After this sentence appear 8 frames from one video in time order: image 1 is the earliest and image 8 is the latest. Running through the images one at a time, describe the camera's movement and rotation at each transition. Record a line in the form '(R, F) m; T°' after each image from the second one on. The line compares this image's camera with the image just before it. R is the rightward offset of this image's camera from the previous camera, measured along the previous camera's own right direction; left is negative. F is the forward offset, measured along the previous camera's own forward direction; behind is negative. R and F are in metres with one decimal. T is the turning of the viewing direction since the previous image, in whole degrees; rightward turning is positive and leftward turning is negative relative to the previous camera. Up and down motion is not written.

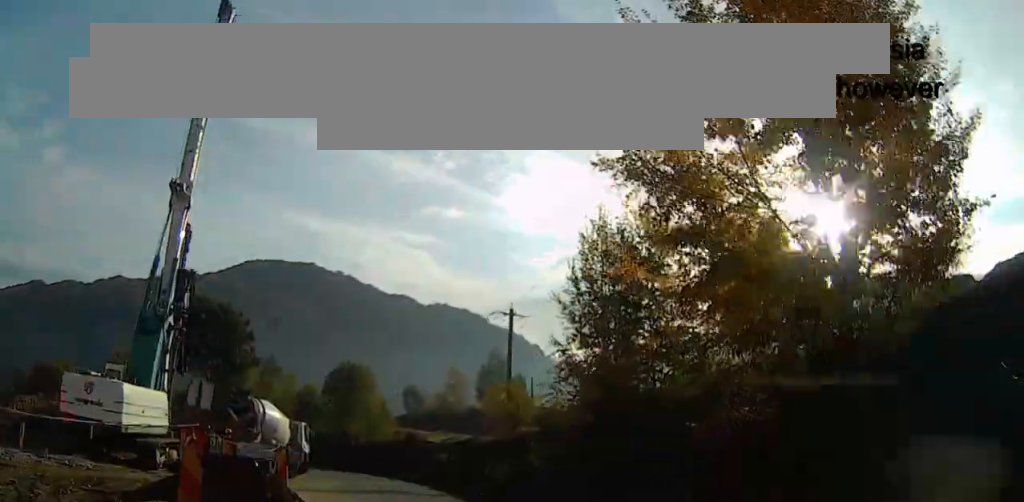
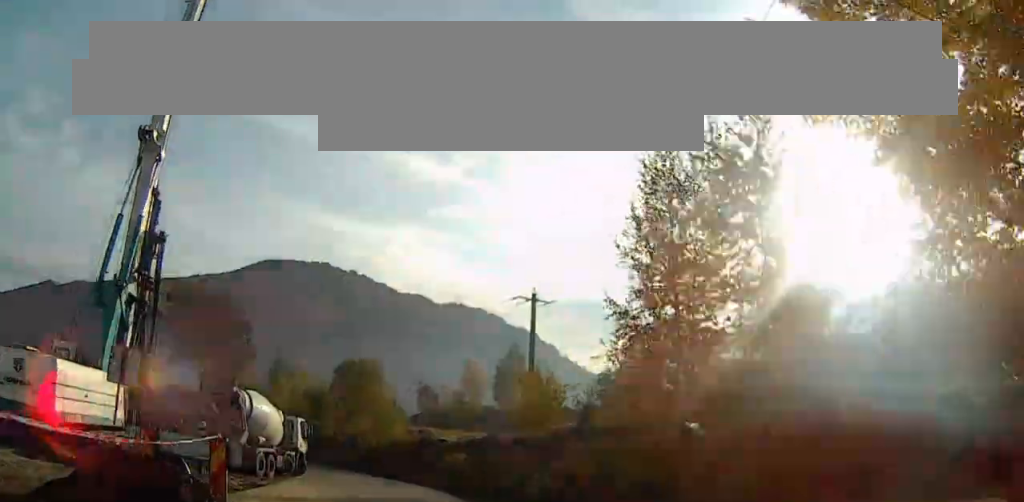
(-0.7, +4.9) m; -5°
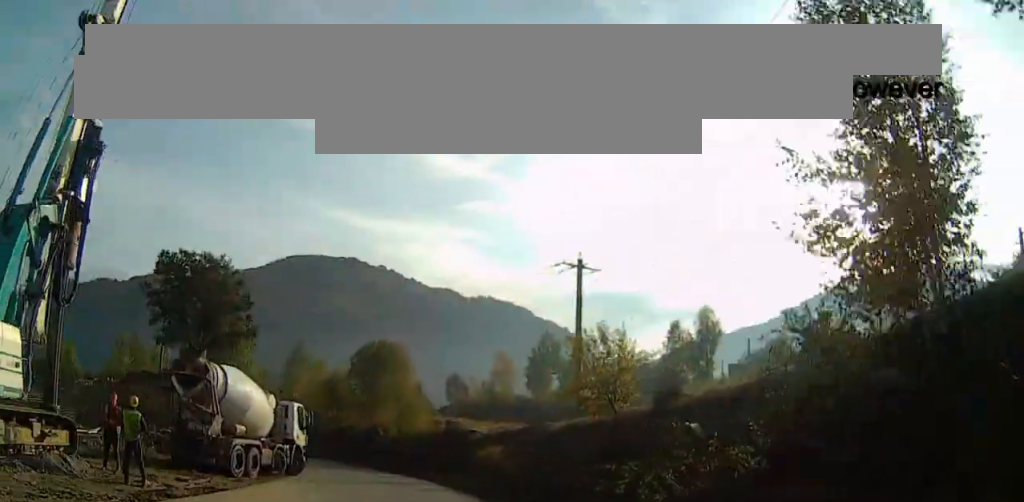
(-0.5, +7.2) m; -4°
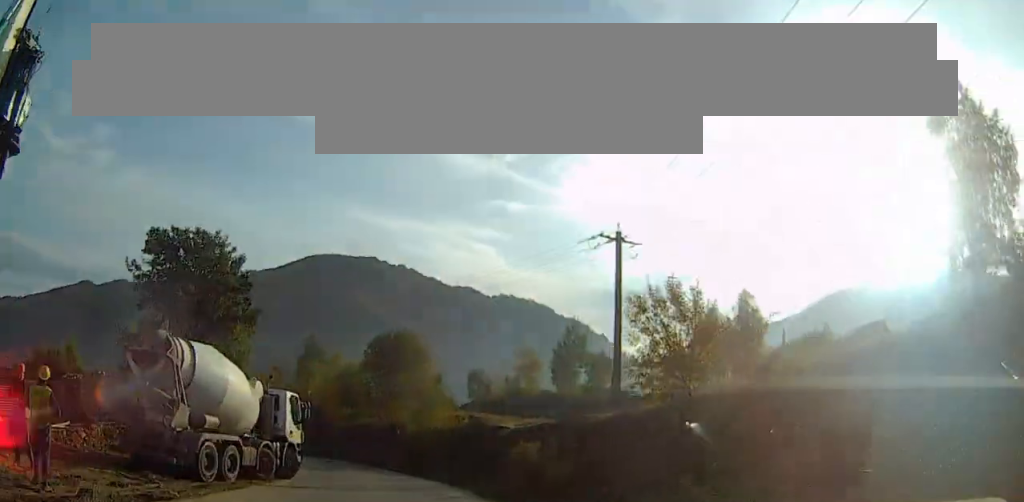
(0.0, +4.9) m; 0°
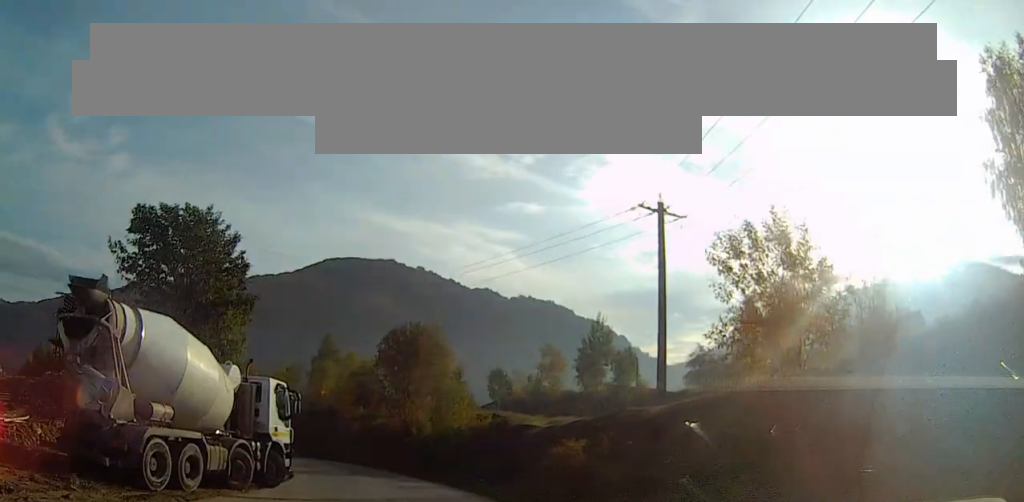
(0.0, +4.6) m; -2°
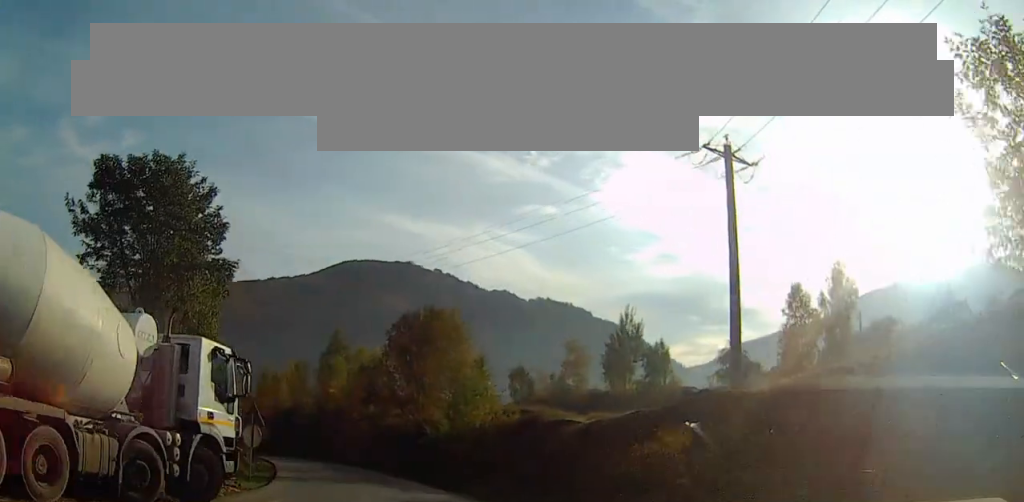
(+0.3, +6.6) m; -6°
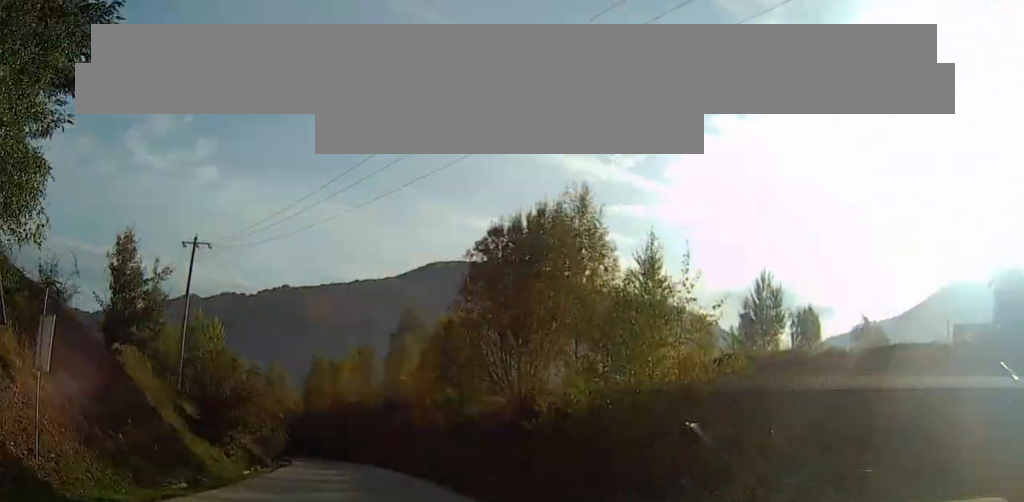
(-0.5, +18.1) m; 0°
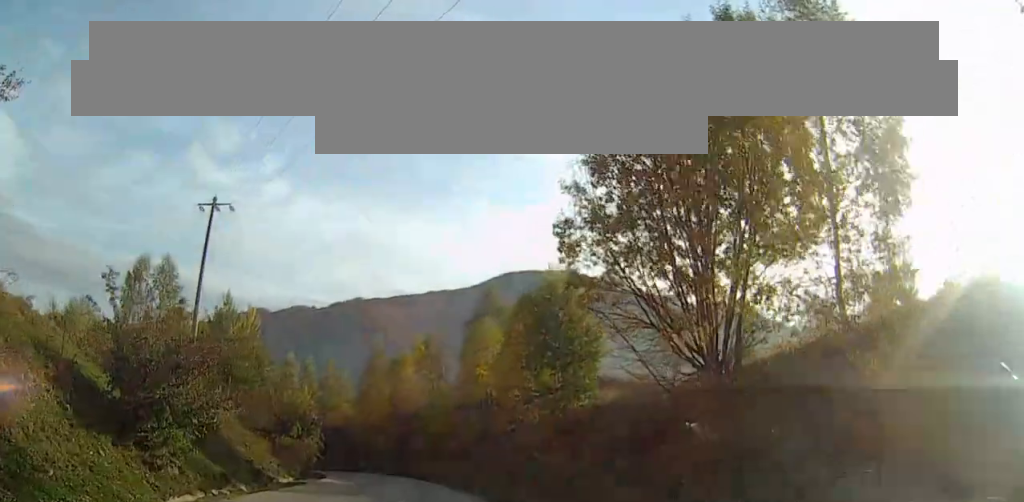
(-0.9, +13.3) m; -10°
